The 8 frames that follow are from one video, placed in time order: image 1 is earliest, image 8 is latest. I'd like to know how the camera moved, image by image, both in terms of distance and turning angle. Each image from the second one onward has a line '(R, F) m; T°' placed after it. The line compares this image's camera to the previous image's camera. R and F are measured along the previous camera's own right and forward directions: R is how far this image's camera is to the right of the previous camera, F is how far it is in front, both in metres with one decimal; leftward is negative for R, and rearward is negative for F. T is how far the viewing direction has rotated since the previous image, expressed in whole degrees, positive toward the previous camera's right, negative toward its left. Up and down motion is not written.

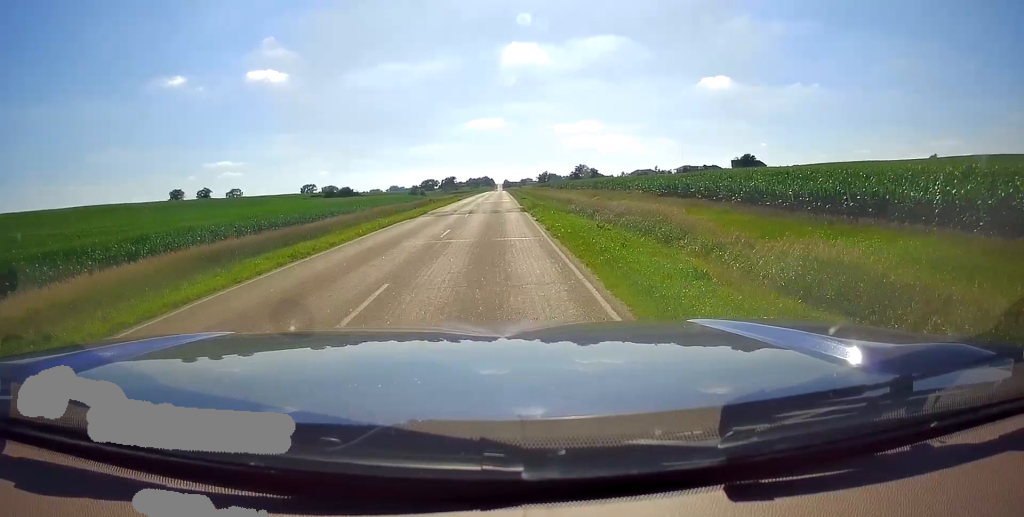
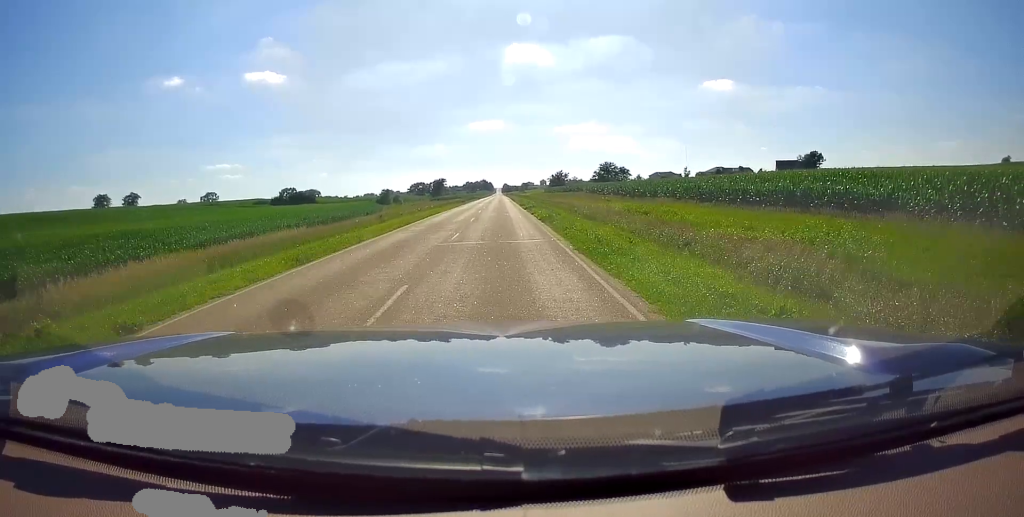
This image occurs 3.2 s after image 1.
(0.0, +70.8) m; 0°
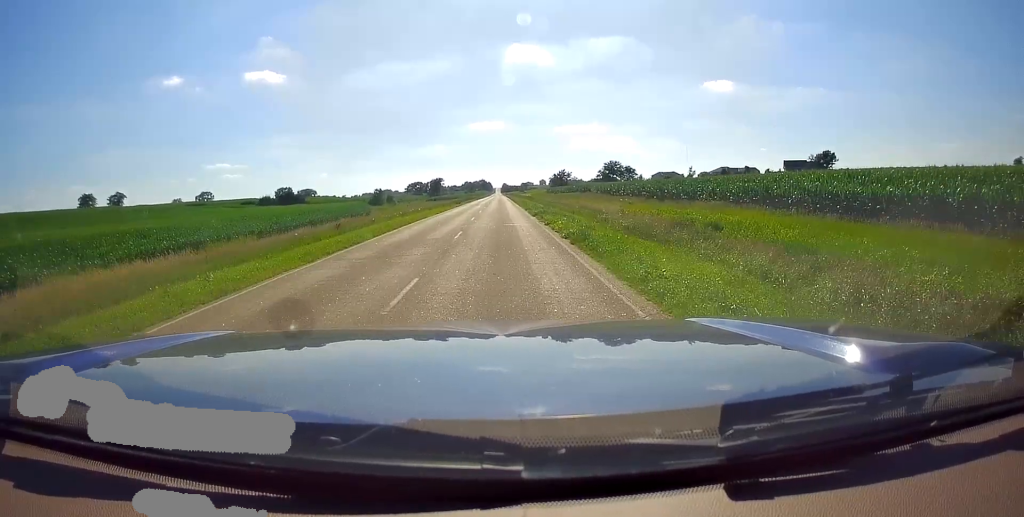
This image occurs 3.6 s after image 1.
(0.0, +10.9) m; 0°
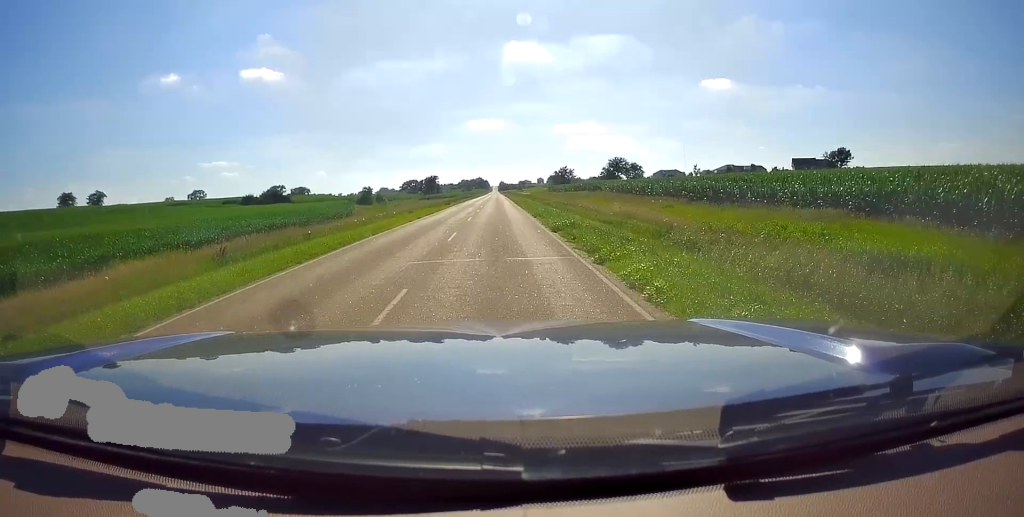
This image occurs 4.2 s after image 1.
(+0.1, +13.2) m; -1°
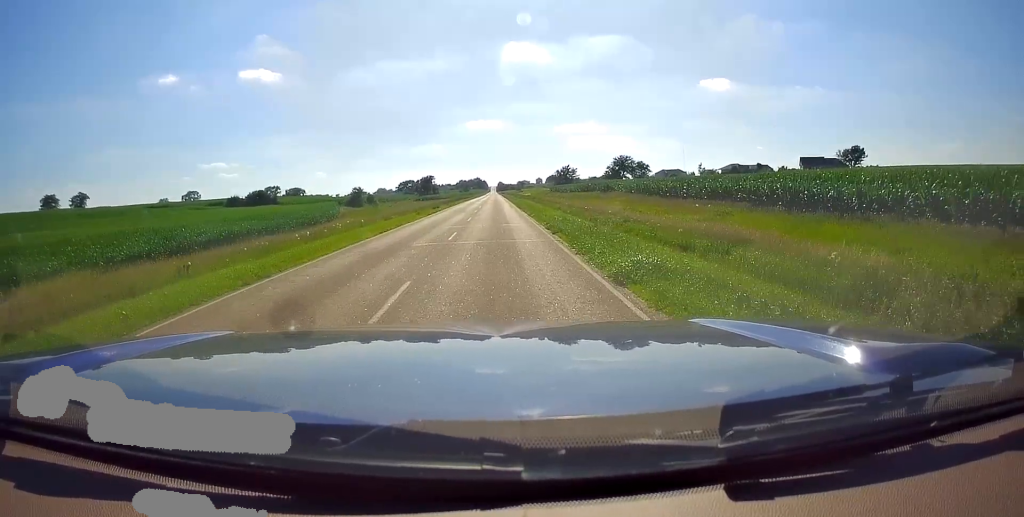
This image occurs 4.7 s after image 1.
(-0.1, +10.9) m; 0°
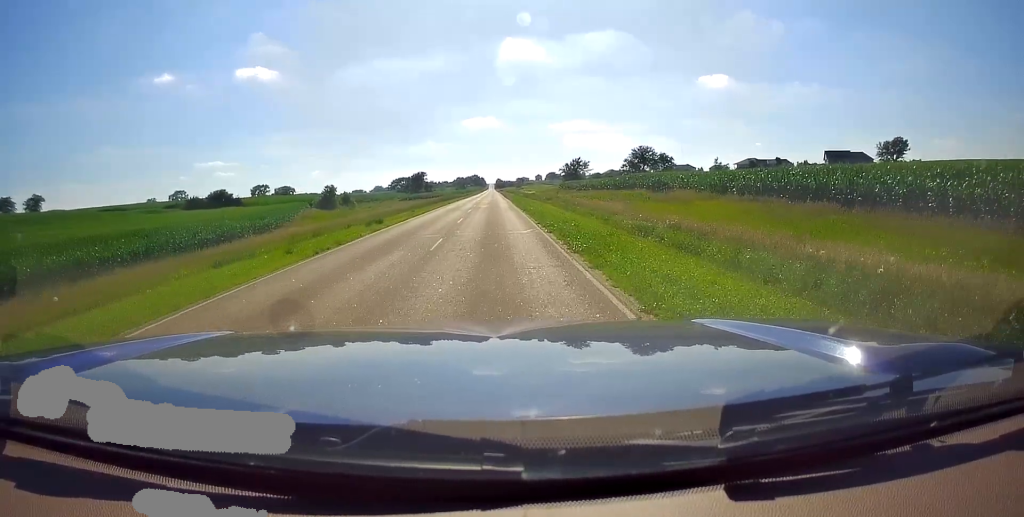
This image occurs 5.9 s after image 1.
(-0.1, +27.5) m; +1°
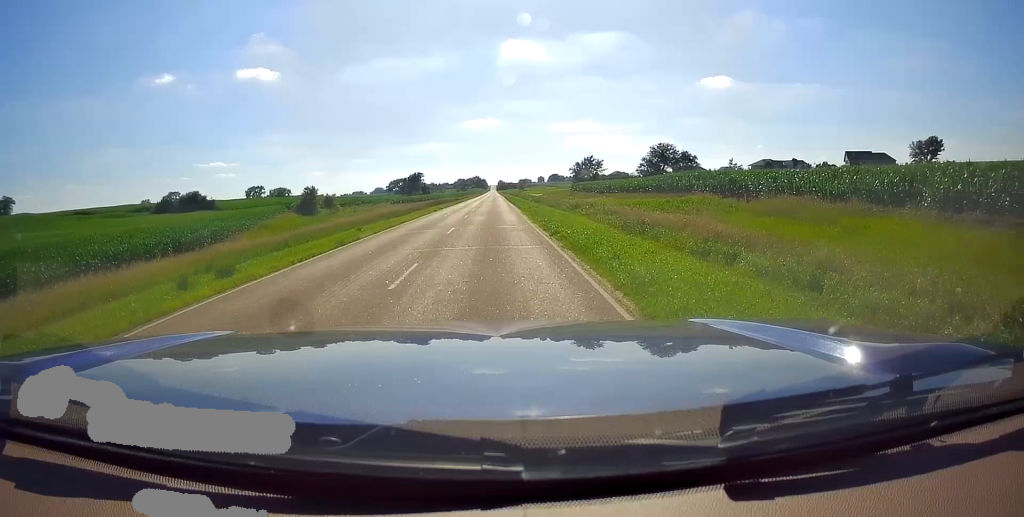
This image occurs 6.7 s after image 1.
(+0.2, +17.8) m; +1°
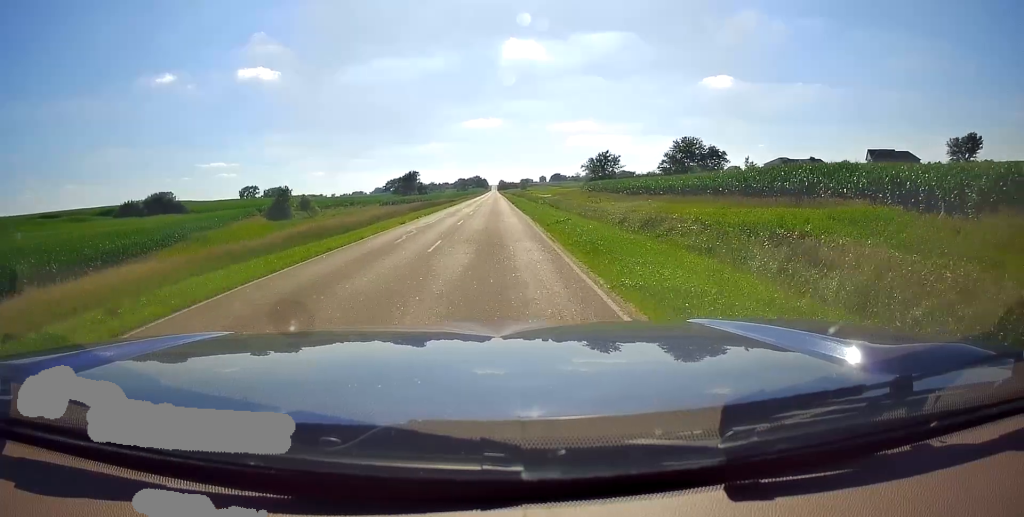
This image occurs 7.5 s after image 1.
(0.0, +17.9) m; 0°
